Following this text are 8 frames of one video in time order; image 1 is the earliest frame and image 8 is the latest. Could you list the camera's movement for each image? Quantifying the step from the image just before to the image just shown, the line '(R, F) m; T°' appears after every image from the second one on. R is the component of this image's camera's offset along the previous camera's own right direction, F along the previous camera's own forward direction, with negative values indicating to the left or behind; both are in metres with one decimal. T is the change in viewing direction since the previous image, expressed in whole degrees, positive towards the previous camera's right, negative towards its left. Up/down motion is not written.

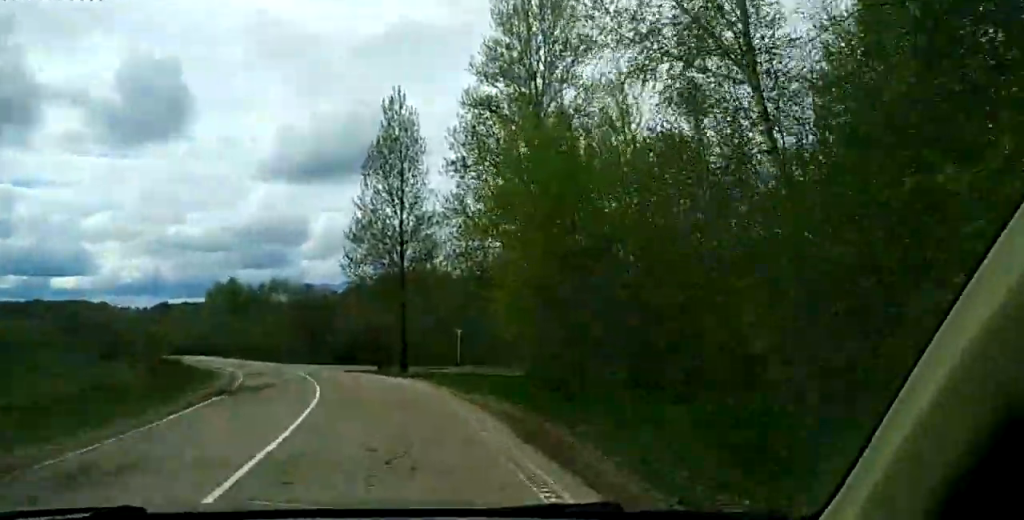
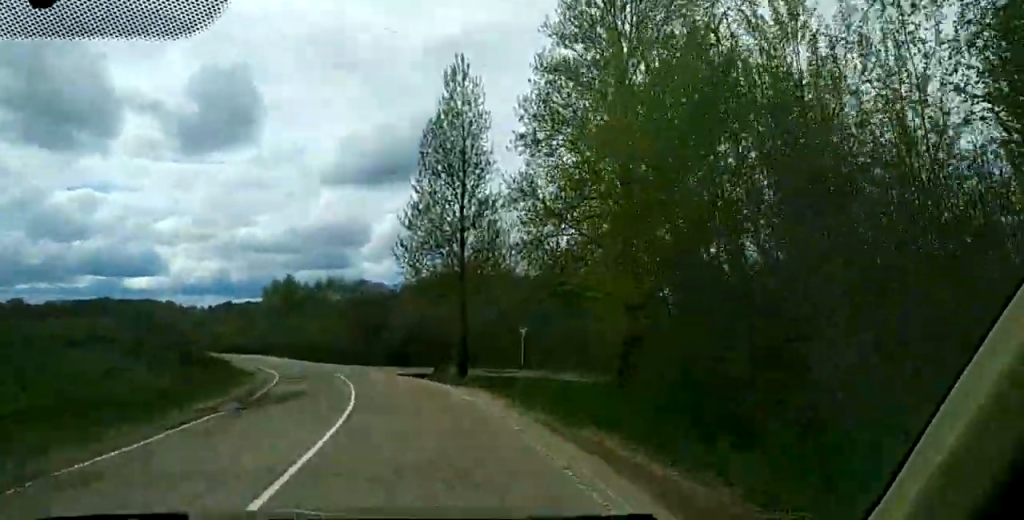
(0.0, +7.3) m; 0°
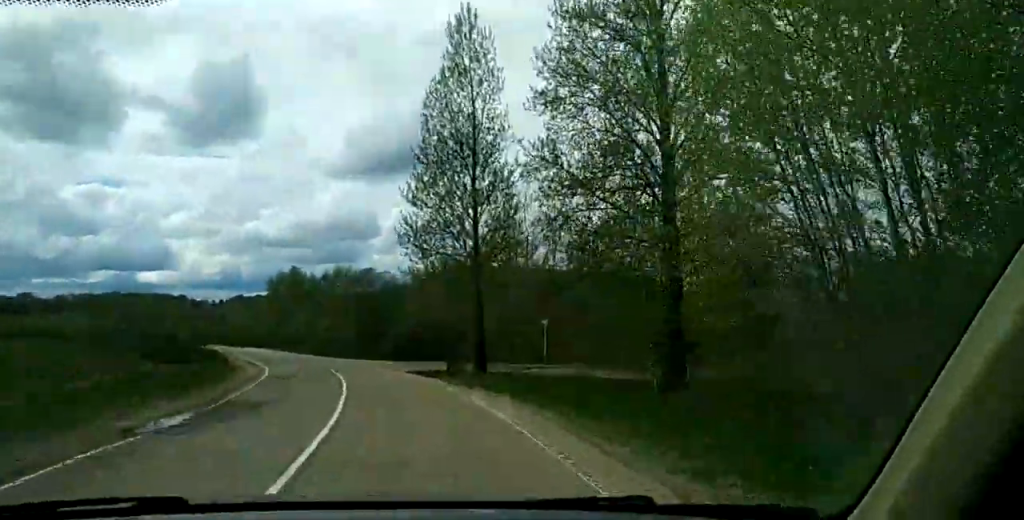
(0.0, +6.7) m; 0°
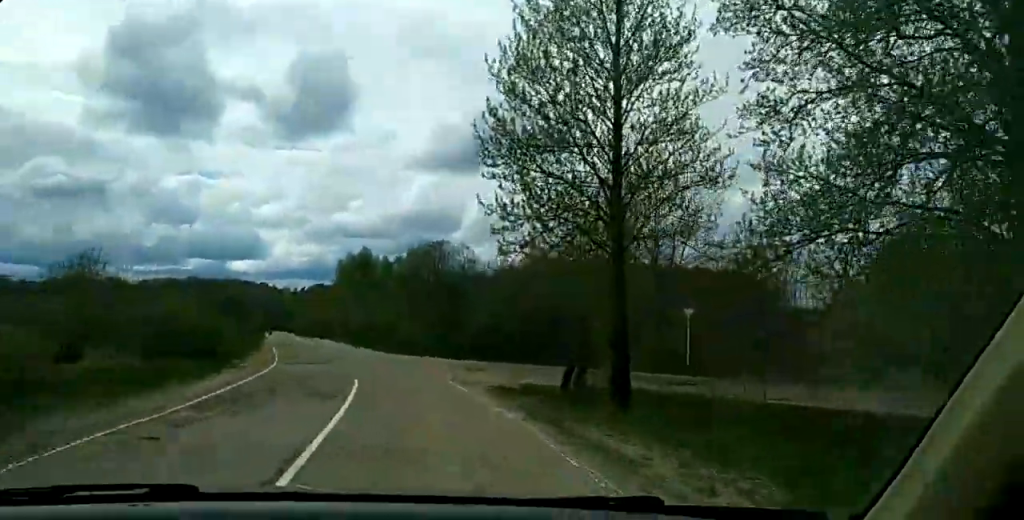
(0.0, +18.7) m; -2°
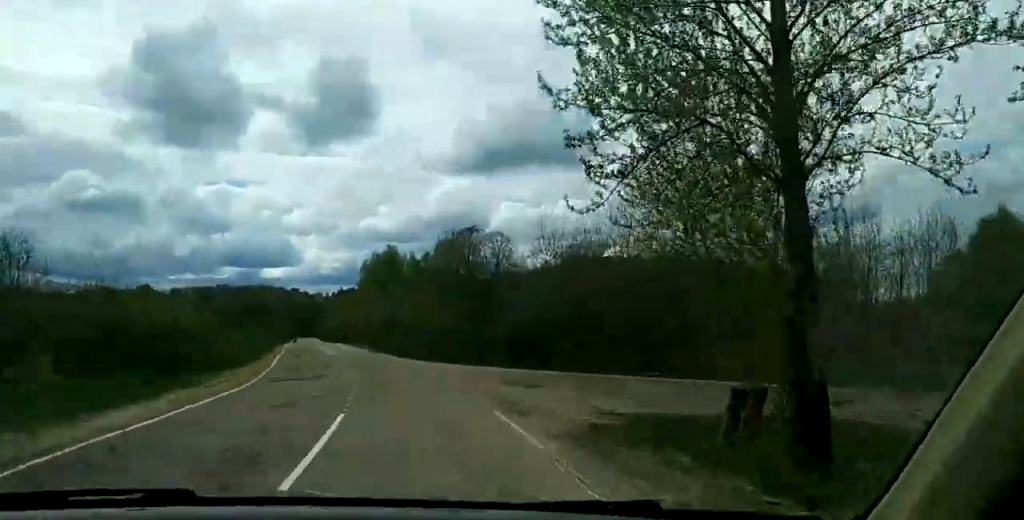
(+0.3, +10.1) m; -4°
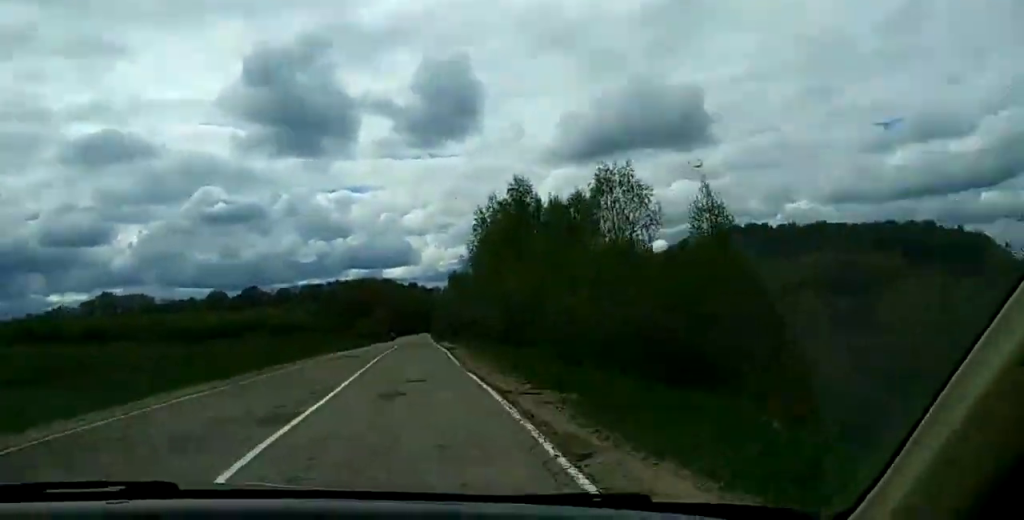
(-8.7, +53.8) m; -13°
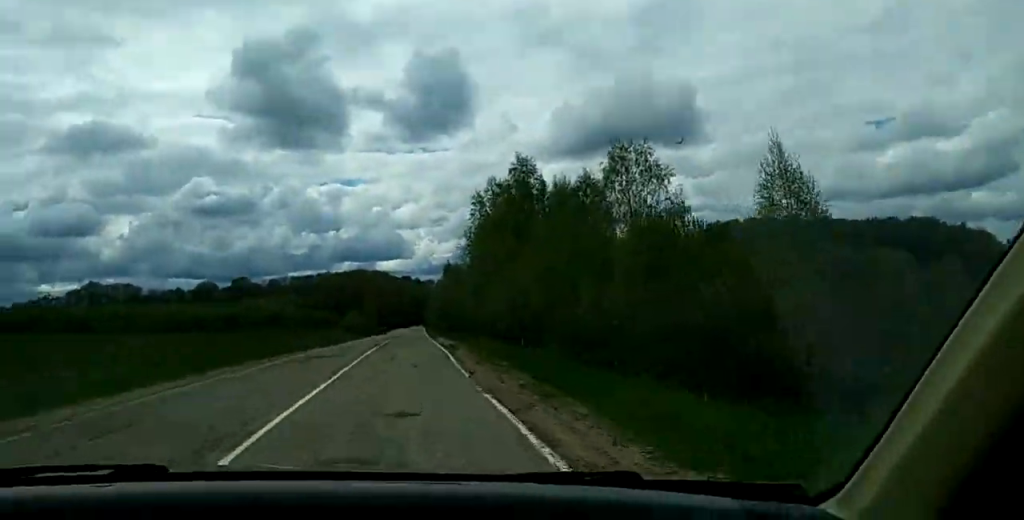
(-0.2, +8.2) m; -2°
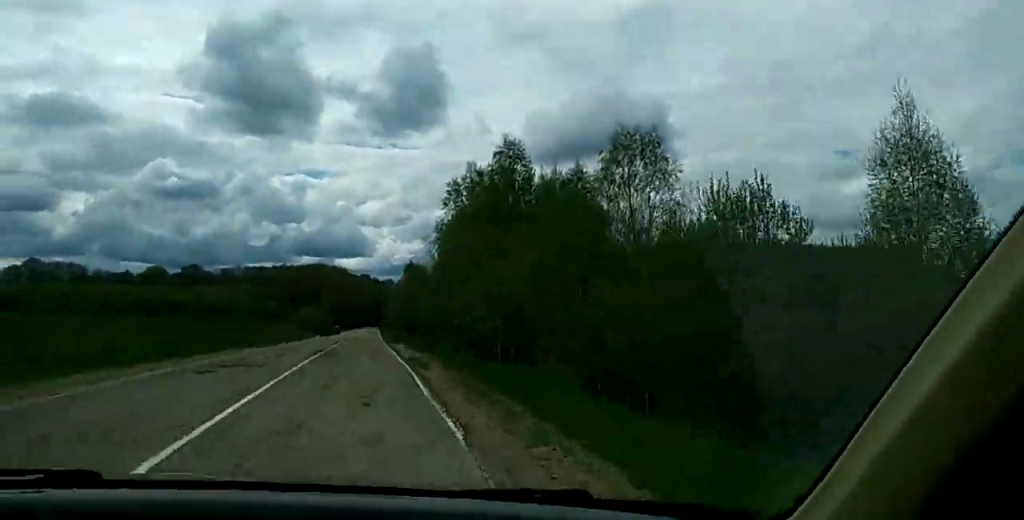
(-0.1, +9.0) m; -1°
